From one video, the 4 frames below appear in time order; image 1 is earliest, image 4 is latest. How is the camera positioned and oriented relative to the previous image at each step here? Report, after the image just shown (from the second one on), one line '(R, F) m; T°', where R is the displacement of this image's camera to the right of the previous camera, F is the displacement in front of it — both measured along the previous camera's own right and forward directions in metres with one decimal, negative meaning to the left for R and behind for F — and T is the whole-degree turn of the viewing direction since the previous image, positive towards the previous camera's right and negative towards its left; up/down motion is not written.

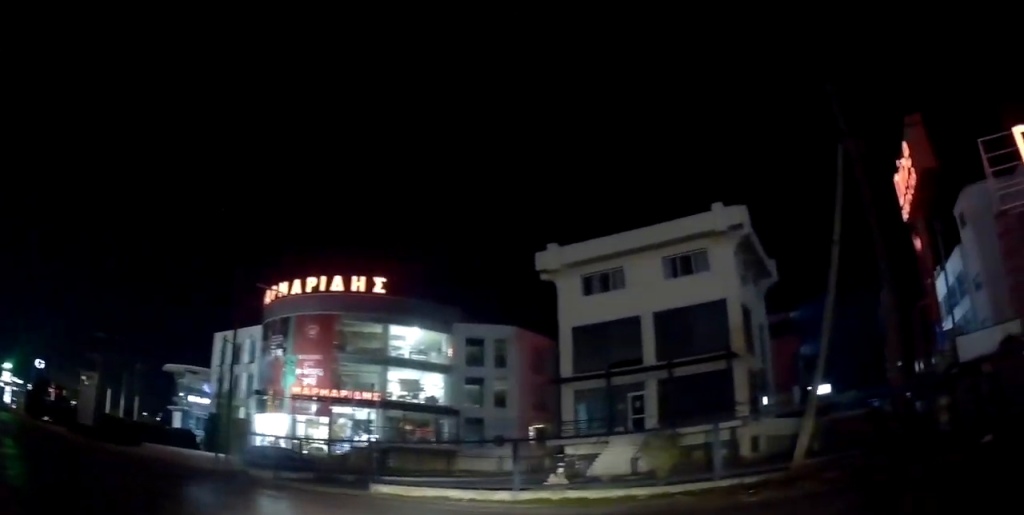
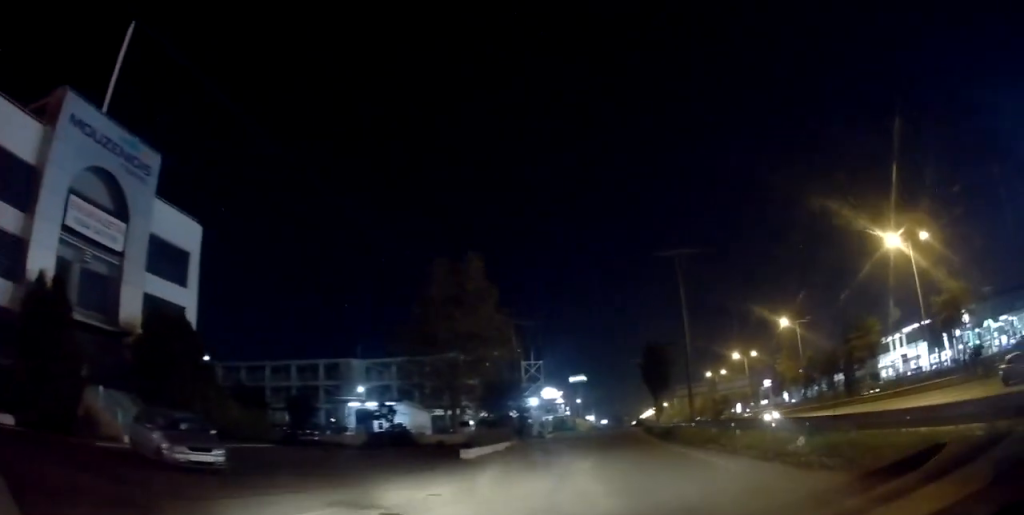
(+7.1, +9.4) m; +60°
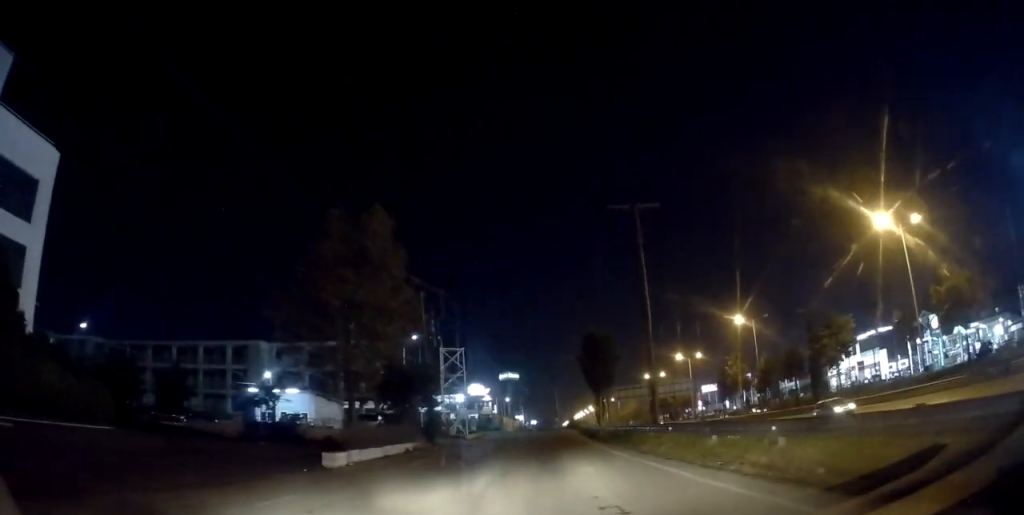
(-0.1, +8.0) m; 0°
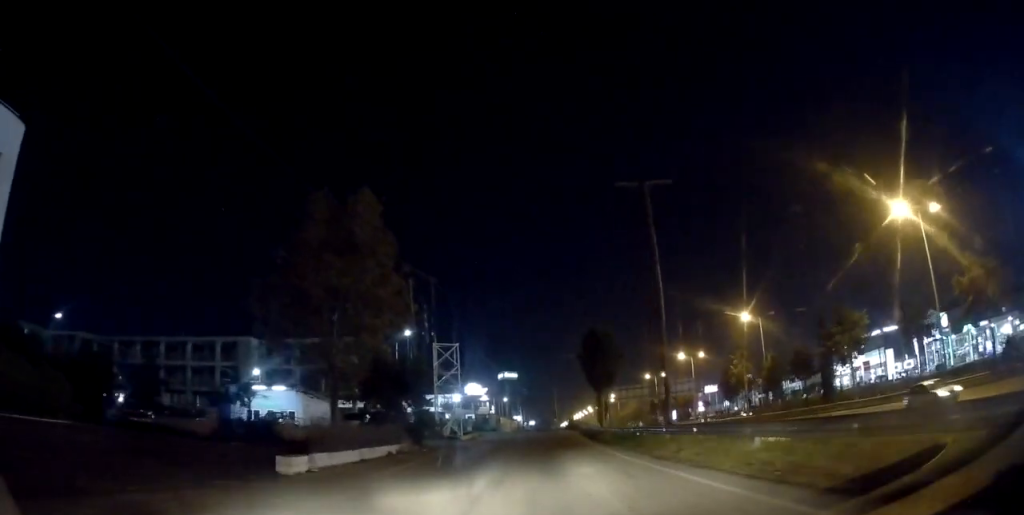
(-0.1, +3.0) m; +1°
